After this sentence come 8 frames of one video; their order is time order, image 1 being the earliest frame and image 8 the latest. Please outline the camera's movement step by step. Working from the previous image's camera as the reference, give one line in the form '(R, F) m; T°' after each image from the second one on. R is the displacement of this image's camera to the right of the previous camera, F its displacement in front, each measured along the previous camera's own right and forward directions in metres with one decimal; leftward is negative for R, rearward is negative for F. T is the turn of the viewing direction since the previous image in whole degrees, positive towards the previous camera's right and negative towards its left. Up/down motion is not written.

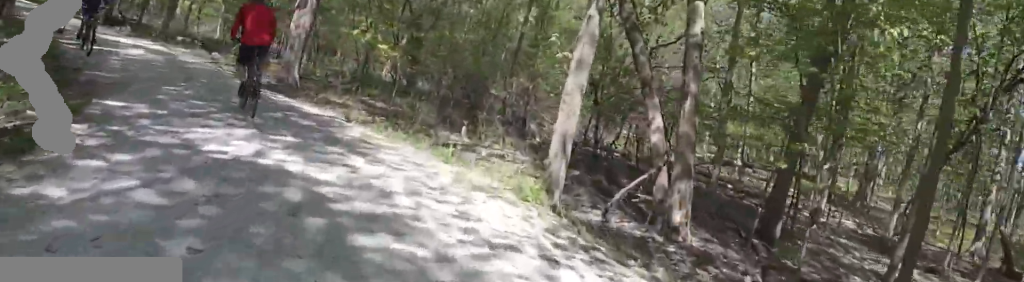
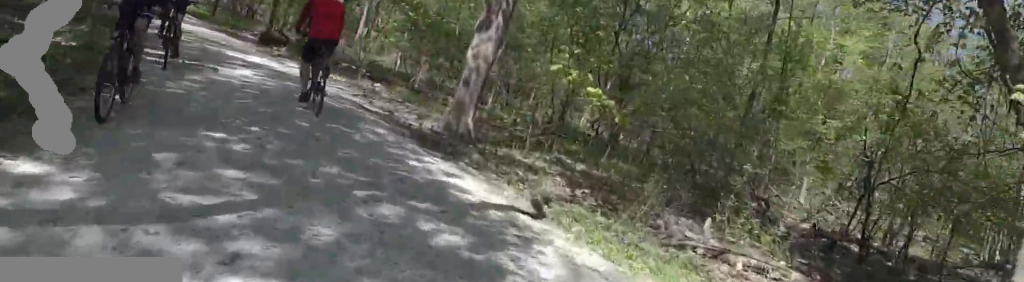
(-0.5, +3.6) m; -13°
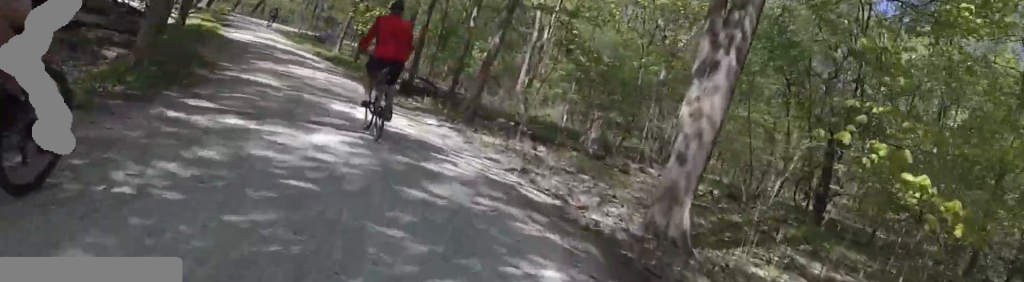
(-0.3, +3.1) m; -6°
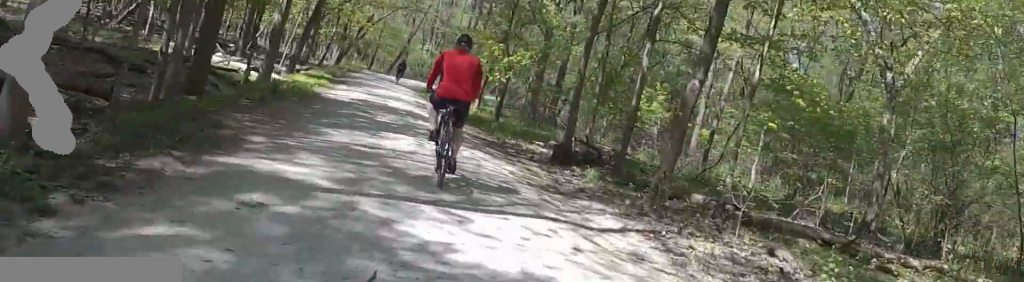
(0.0, +3.7) m; -2°
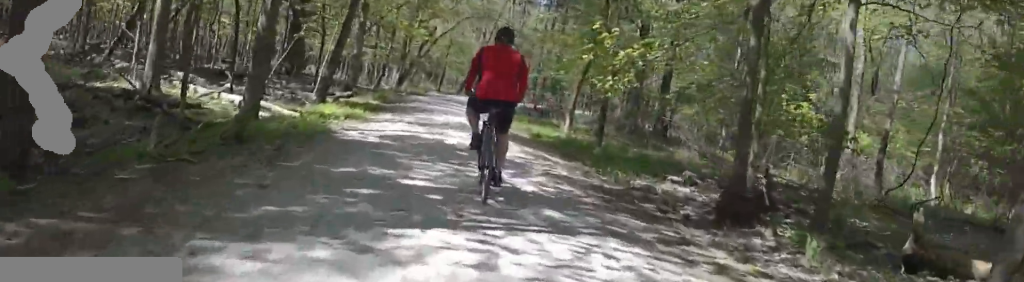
(-0.2, +4.1) m; -20°
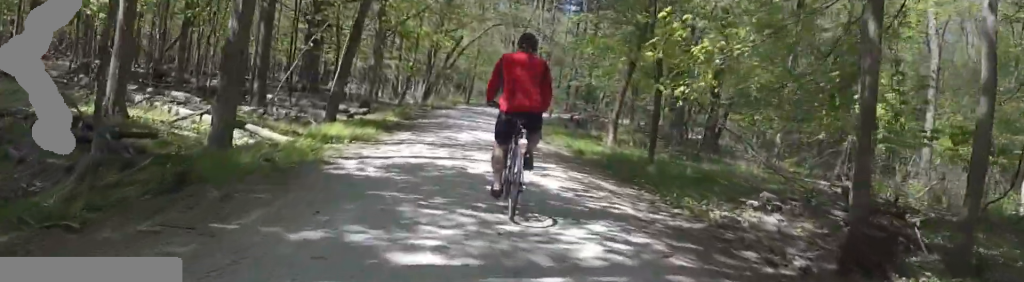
(-0.5, +1.6) m; -8°
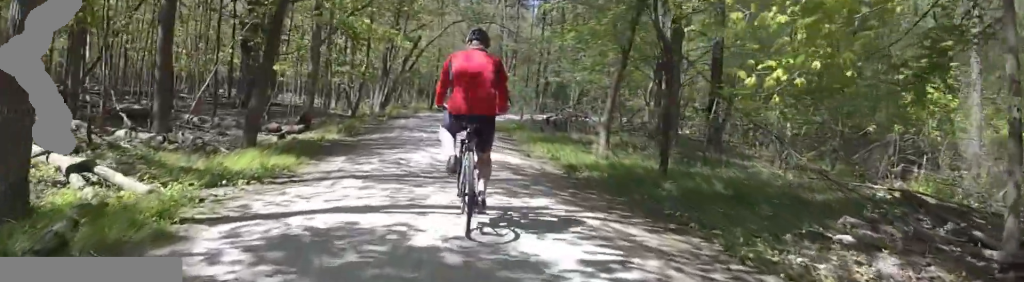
(-0.4, +2.5) m; -8°
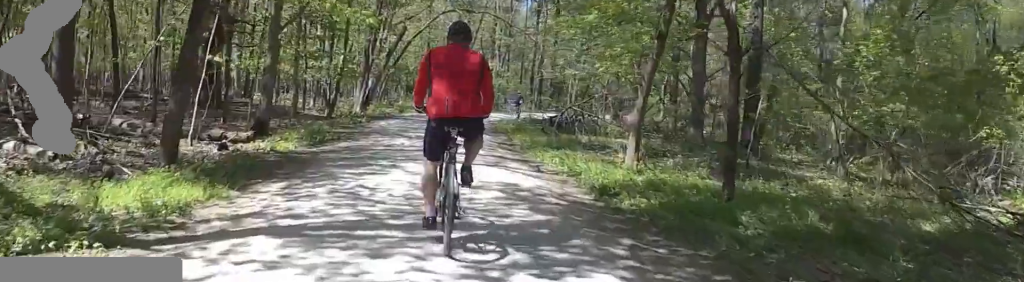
(0.0, +2.5) m; 0°
